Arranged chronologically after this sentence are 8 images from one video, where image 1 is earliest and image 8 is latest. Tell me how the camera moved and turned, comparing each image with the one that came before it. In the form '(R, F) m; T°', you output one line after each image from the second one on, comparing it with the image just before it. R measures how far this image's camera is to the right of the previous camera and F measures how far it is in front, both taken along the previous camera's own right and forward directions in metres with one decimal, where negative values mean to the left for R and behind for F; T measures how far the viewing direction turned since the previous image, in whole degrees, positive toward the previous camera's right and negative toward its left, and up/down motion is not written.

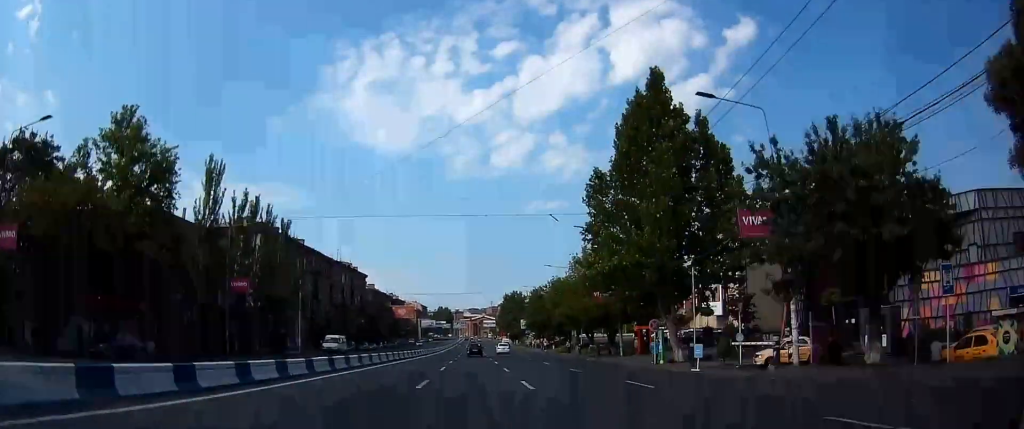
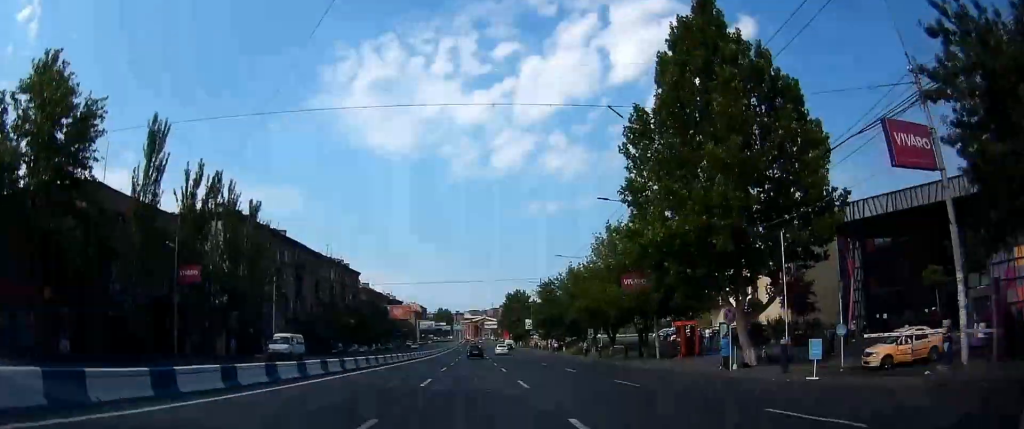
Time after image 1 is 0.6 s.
(+0.2, +10.8) m; +1°
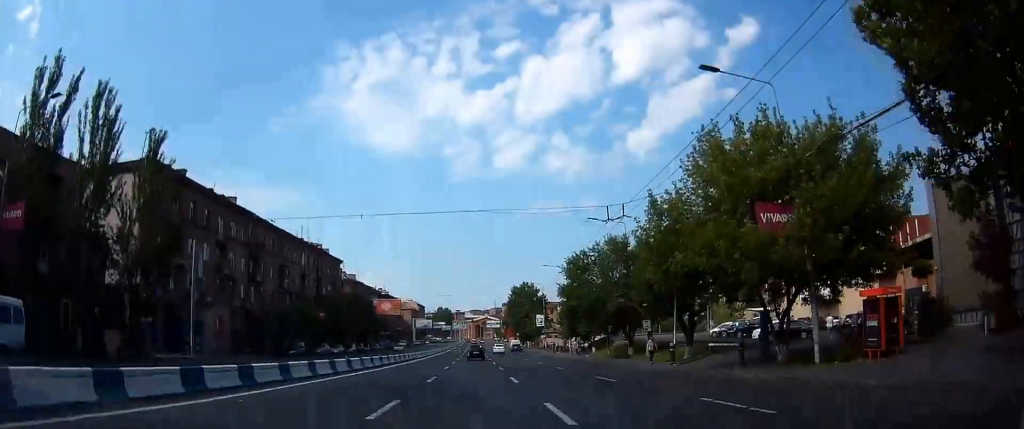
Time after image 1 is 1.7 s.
(0.0, +19.7) m; +1°
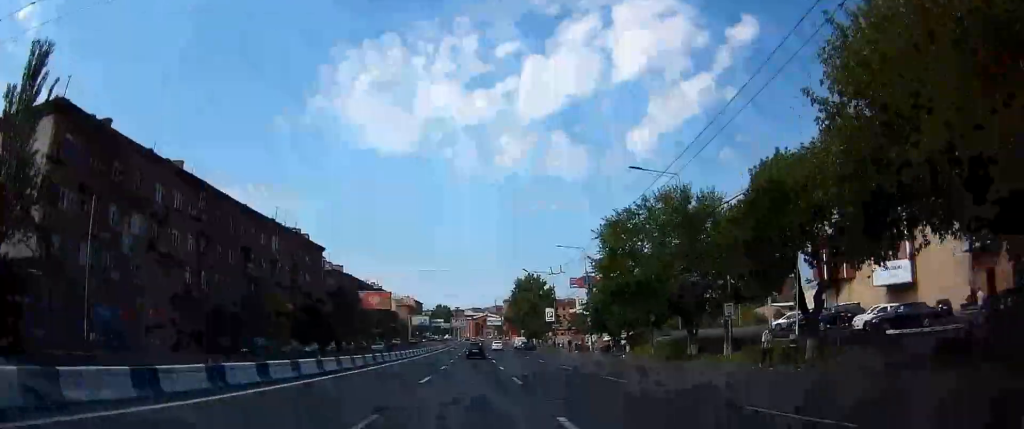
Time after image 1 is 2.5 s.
(+0.4, +14.0) m; 0°
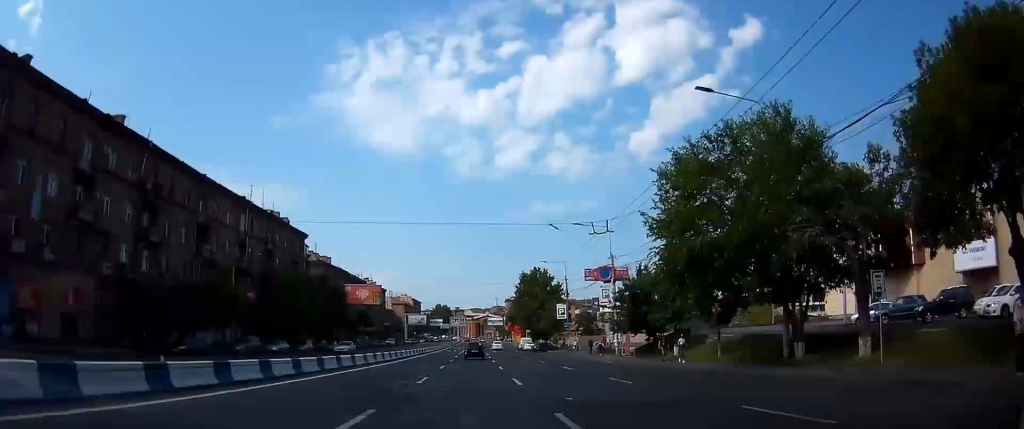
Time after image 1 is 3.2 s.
(-0.4, +13.3) m; 0°
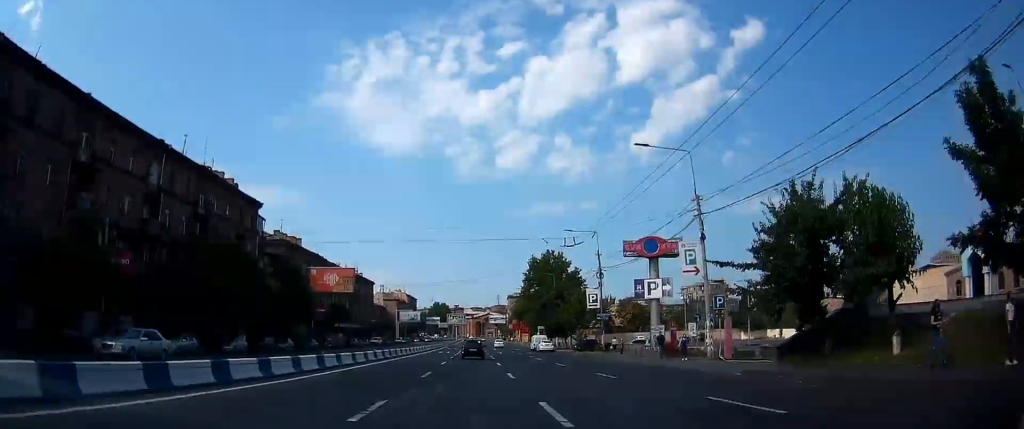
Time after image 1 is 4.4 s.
(+0.5, +24.1) m; +1°
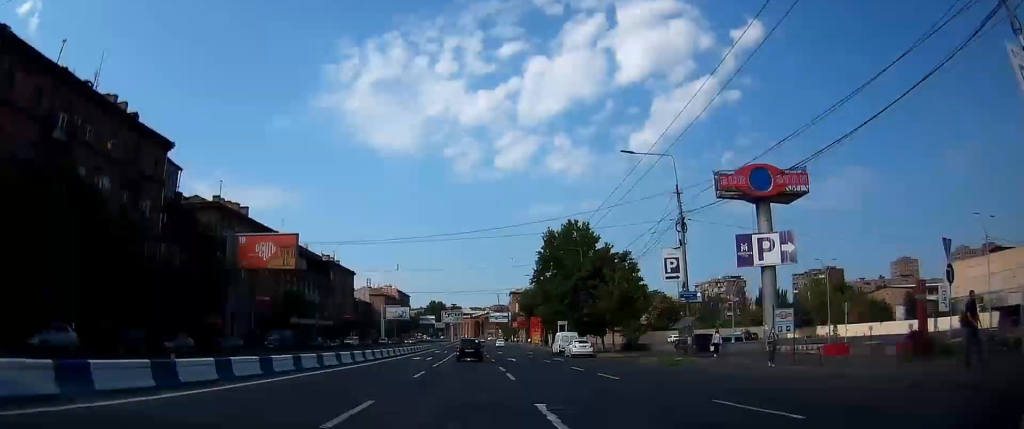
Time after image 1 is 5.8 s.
(-0.4, +24.6) m; -1°
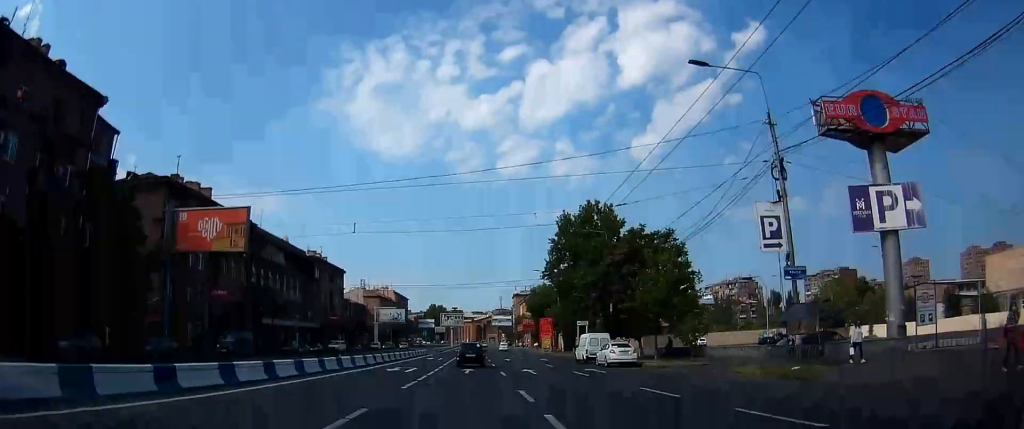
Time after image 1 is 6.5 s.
(0.0, +12.9) m; -1°
